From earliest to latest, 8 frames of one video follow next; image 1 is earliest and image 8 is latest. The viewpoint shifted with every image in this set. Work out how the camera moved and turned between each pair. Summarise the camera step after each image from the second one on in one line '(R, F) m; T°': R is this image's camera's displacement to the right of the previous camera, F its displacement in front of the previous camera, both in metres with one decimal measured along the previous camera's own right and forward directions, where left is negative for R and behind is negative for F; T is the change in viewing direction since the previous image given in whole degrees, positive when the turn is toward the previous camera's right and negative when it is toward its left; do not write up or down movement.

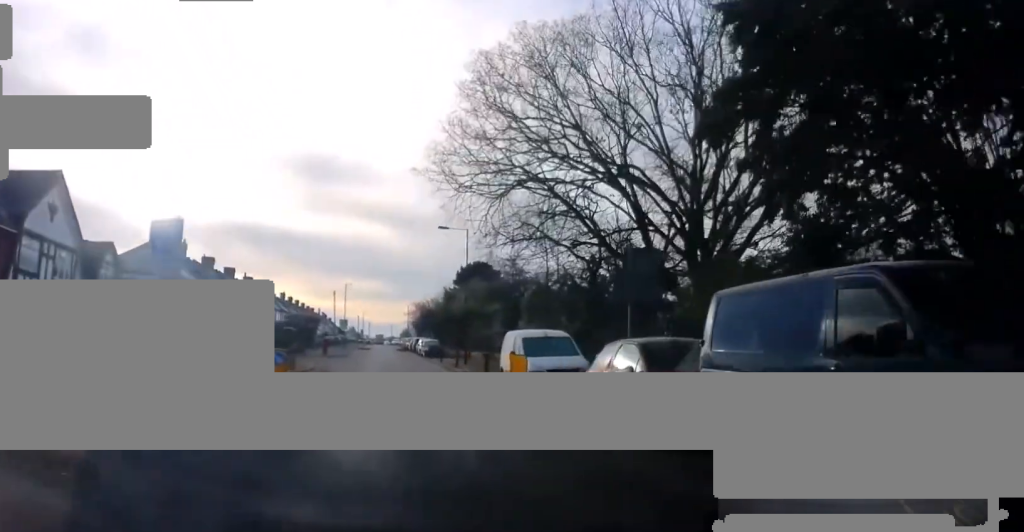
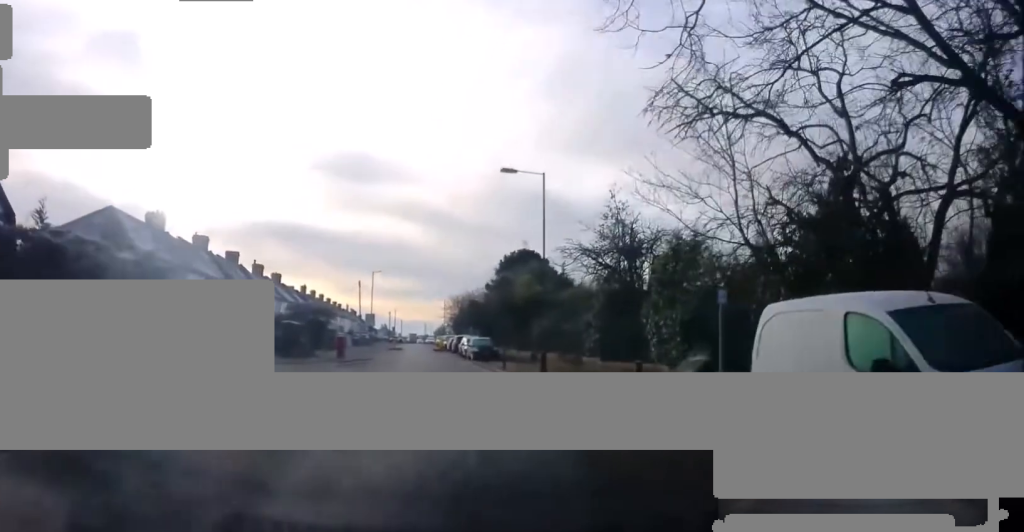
(-0.3, +13.3) m; -1°
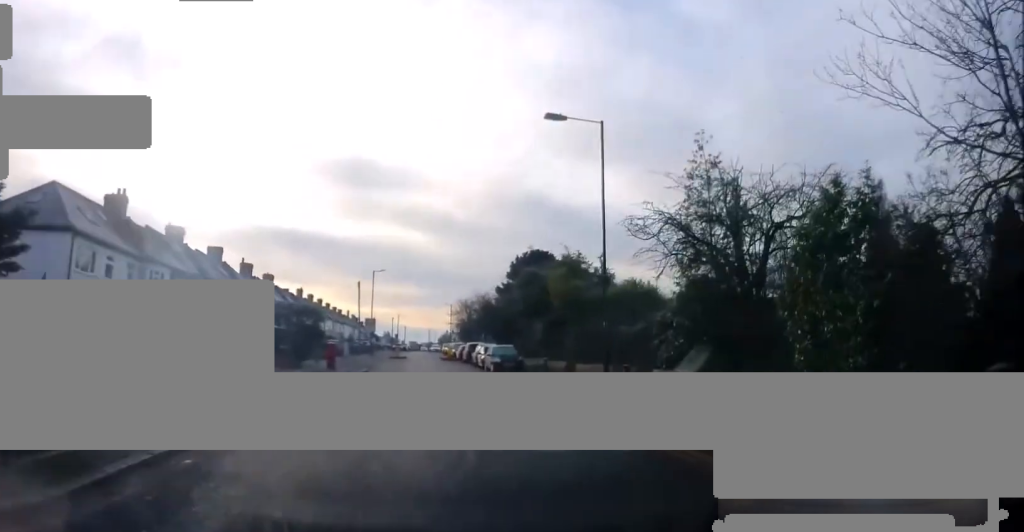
(0.0, +7.8) m; 0°
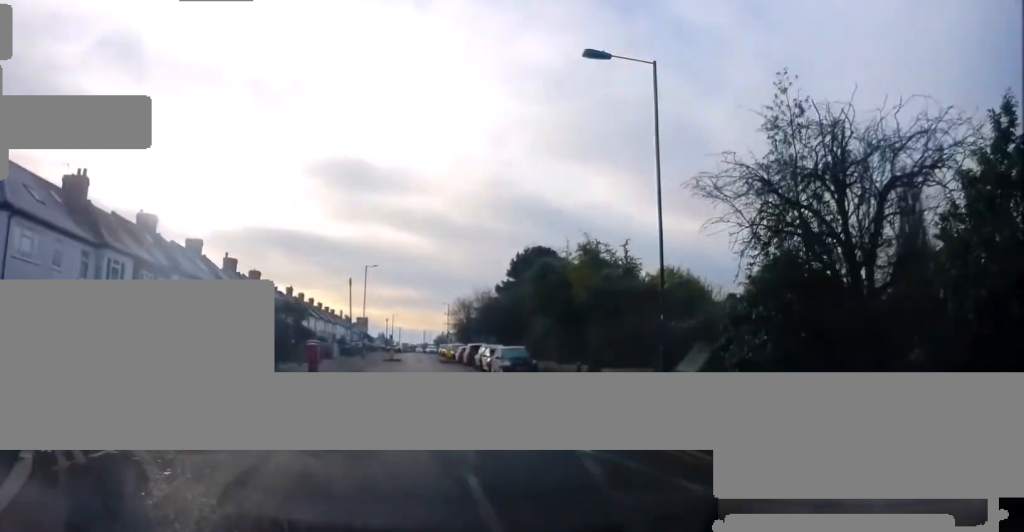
(-0.2, +4.8) m; 0°
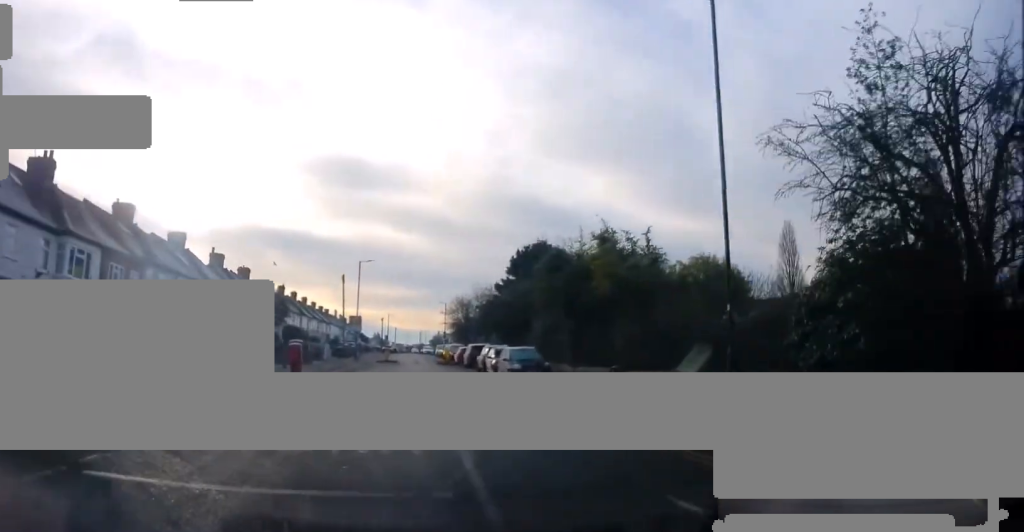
(+0.2, +3.5) m; 0°
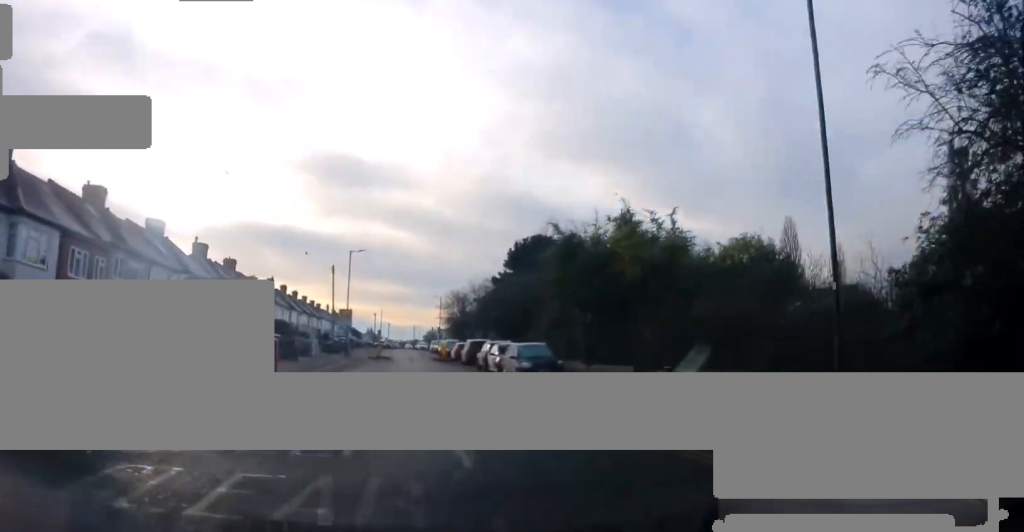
(+0.2, +3.5) m; 0°
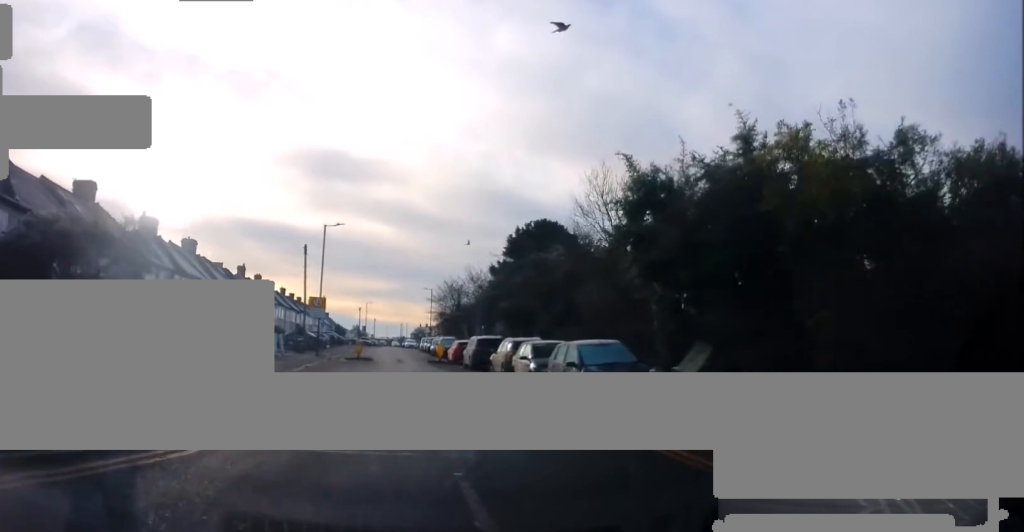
(-0.7, +9.8) m; -5°
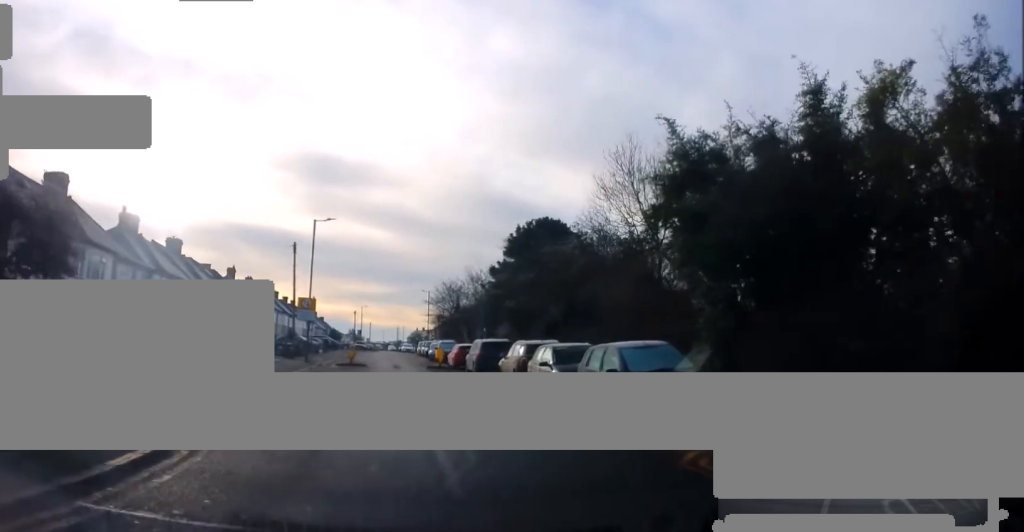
(-0.2, +3.1) m; +1°
